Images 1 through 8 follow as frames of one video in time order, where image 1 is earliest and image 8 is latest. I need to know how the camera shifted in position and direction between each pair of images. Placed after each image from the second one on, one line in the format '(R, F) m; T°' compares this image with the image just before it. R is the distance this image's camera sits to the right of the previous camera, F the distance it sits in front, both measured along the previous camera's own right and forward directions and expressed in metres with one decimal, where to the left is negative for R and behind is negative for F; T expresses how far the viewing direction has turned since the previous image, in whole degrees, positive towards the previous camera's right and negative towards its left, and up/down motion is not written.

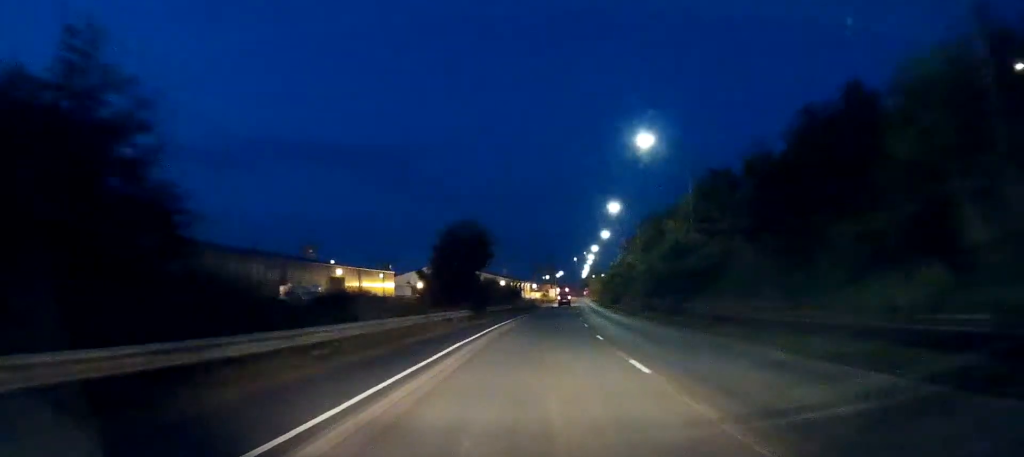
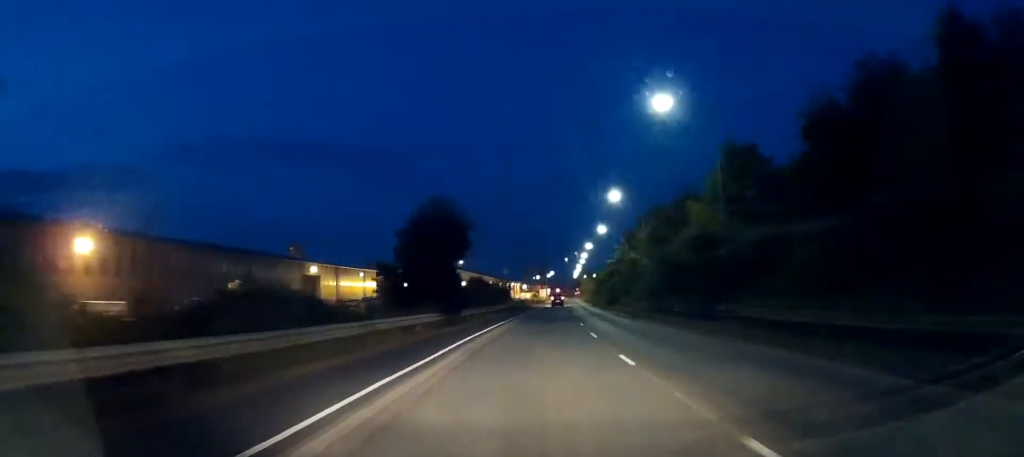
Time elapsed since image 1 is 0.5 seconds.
(0.0, +7.6) m; 0°
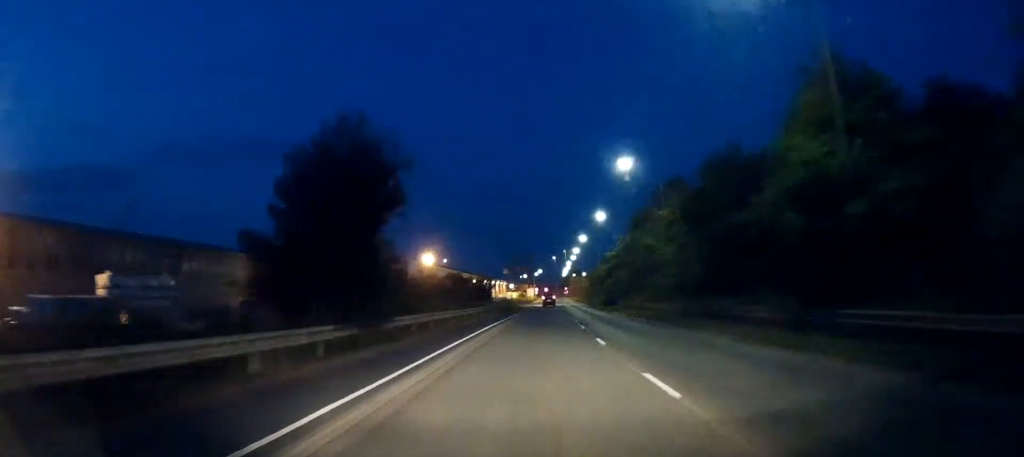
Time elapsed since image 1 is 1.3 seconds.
(+0.3, +12.9) m; +1°
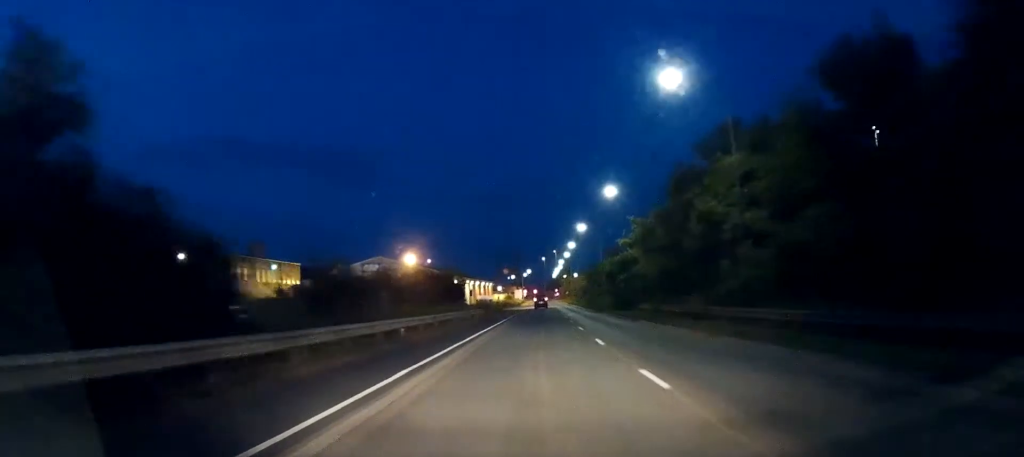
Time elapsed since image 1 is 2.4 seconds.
(0.0, +17.9) m; 0°
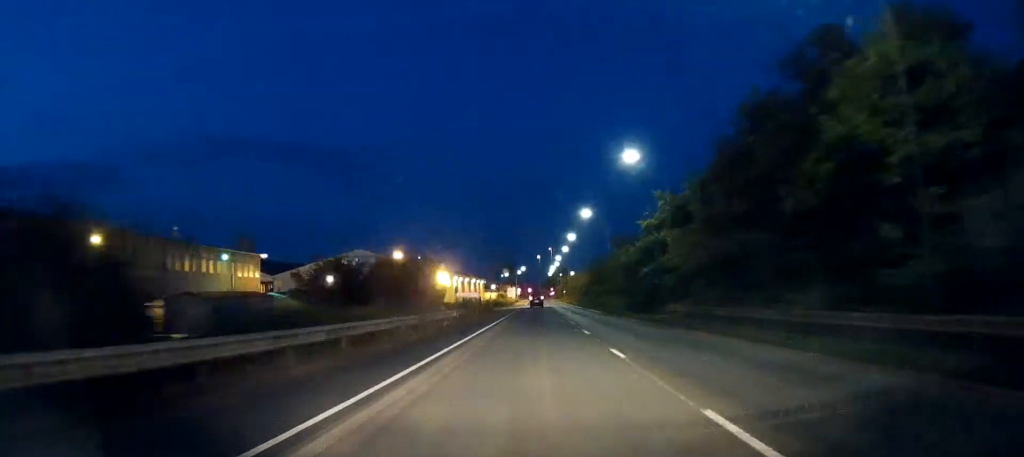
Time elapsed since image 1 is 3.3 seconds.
(0.0, +13.5) m; 0°
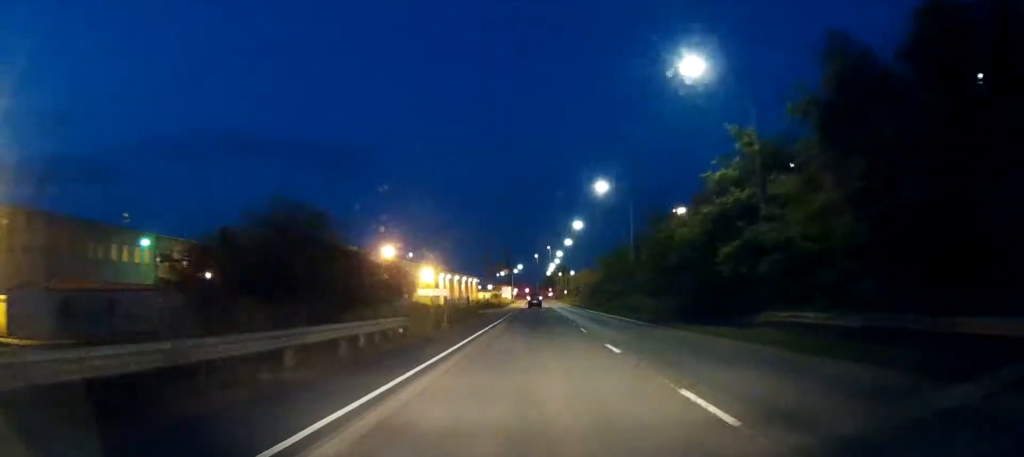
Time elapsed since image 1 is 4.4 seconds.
(+0.1, +16.9) m; +2°
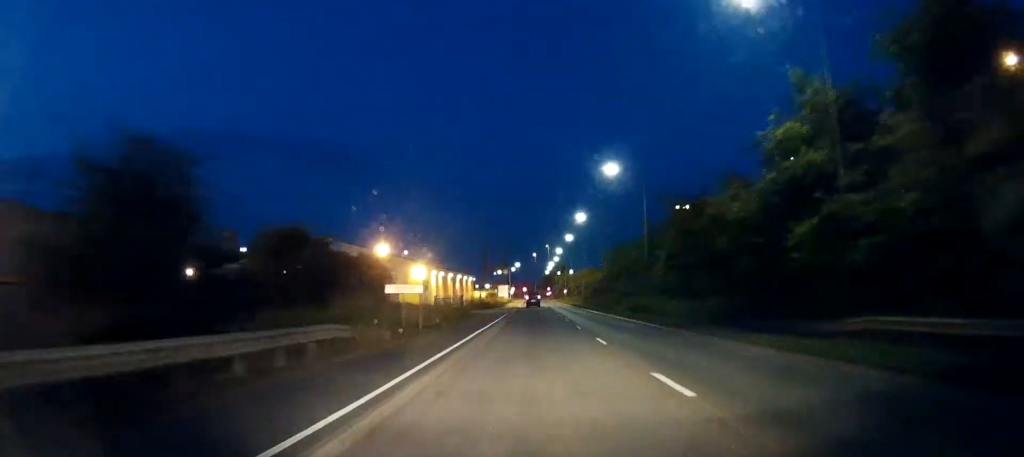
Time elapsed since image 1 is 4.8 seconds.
(+0.1, +7.1) m; +1°
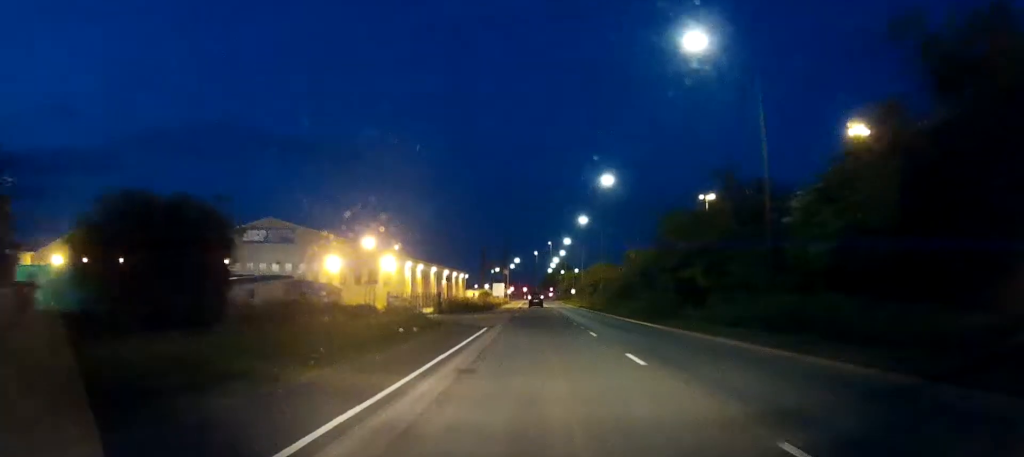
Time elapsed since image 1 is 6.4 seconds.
(+0.7, +23.5) m; +1°
